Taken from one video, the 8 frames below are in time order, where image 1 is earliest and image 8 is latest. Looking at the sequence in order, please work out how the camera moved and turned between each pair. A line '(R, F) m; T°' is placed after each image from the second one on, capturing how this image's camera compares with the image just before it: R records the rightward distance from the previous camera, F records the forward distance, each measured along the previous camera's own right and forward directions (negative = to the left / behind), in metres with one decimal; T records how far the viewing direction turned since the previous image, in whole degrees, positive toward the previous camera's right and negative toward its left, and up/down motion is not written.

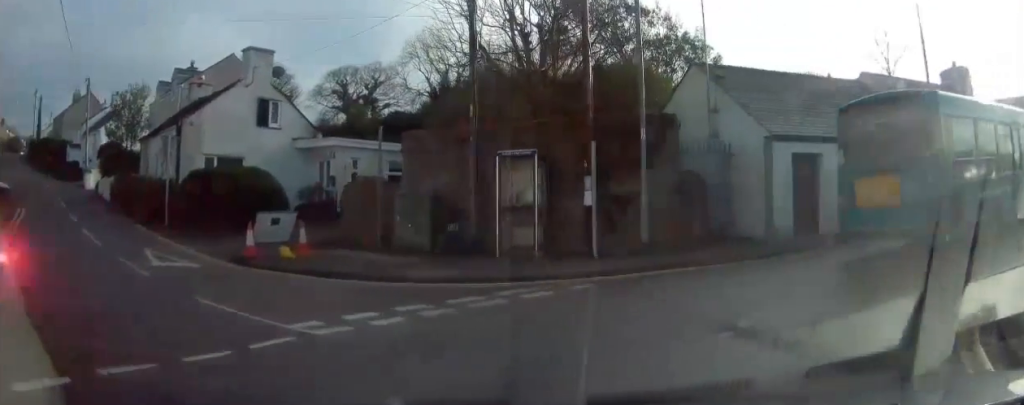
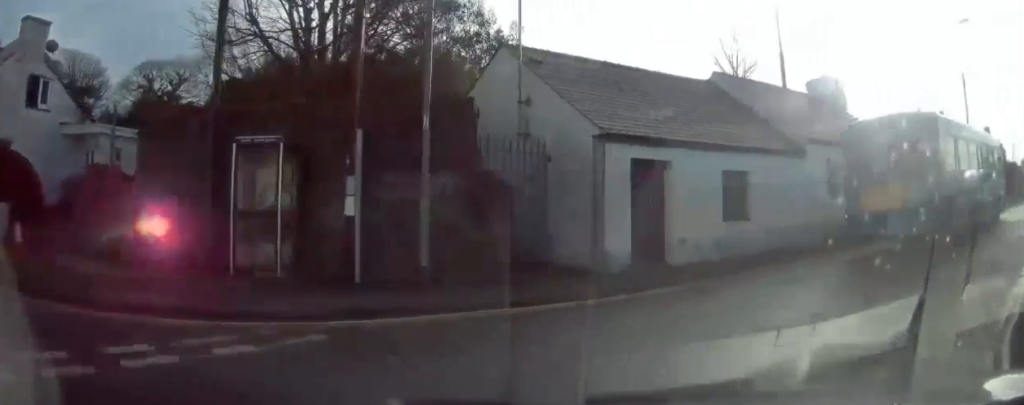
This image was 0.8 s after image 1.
(+0.6, +3.5) m; +19°
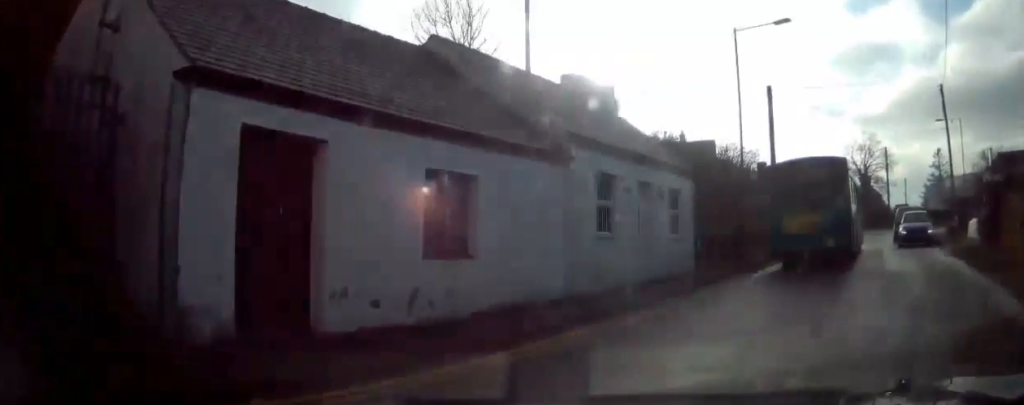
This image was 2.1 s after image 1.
(+1.4, +6.4) m; +23°
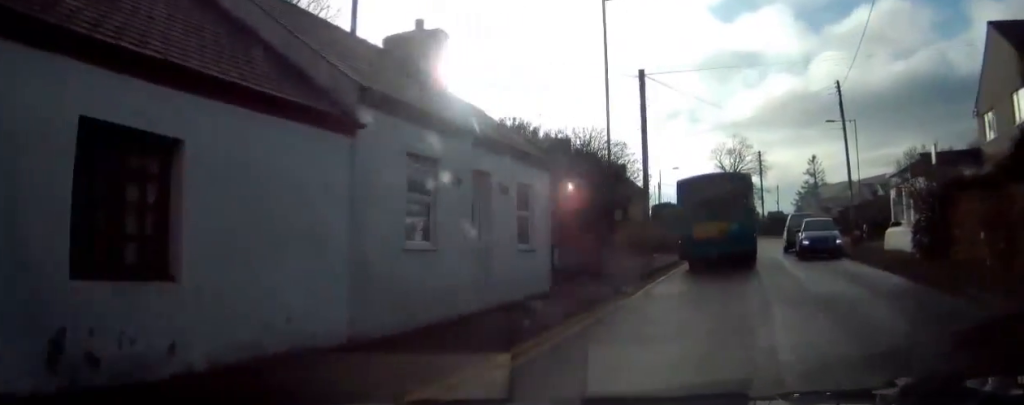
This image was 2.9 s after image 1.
(+0.5, +4.8) m; +13°
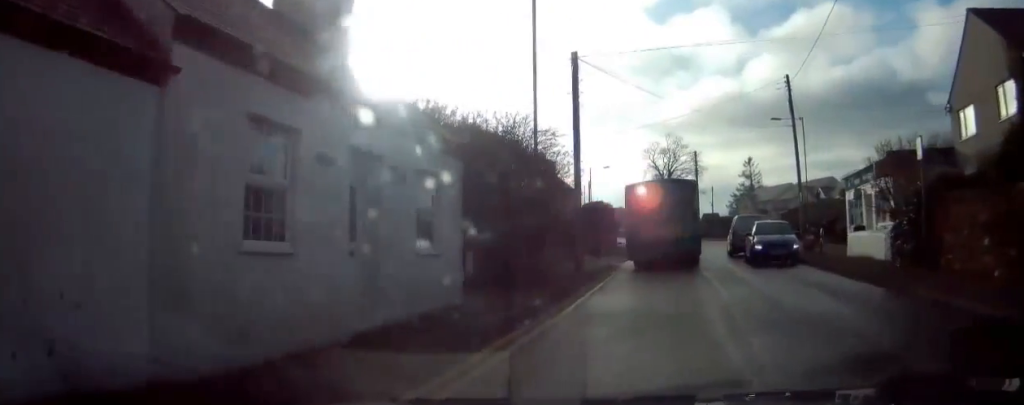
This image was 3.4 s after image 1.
(+0.4, +3.2) m; +4°
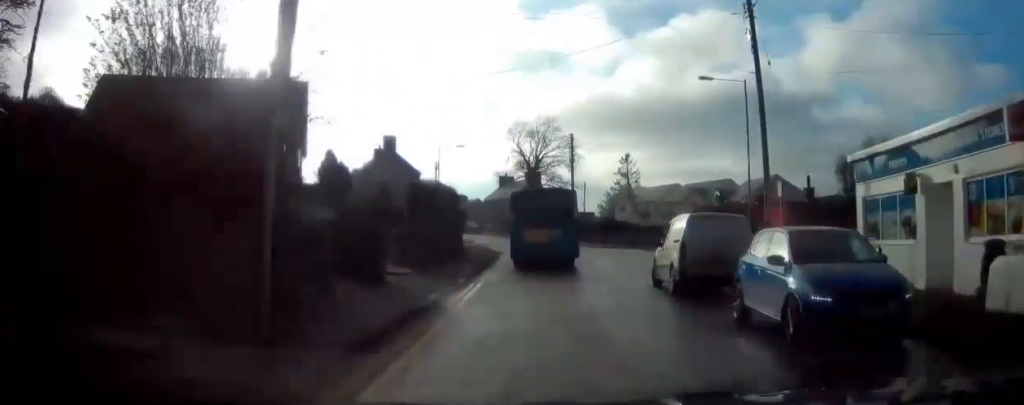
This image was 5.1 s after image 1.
(+0.9, +15.0) m; +3°
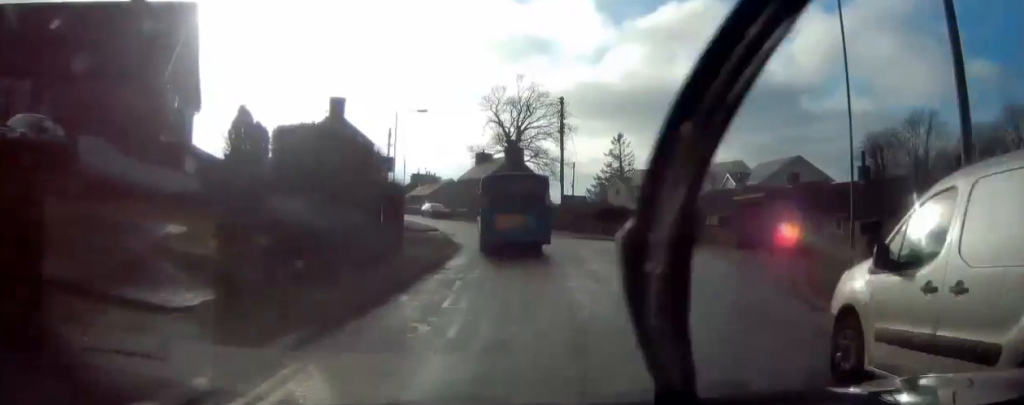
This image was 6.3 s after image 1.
(0.0, +11.6) m; 0°
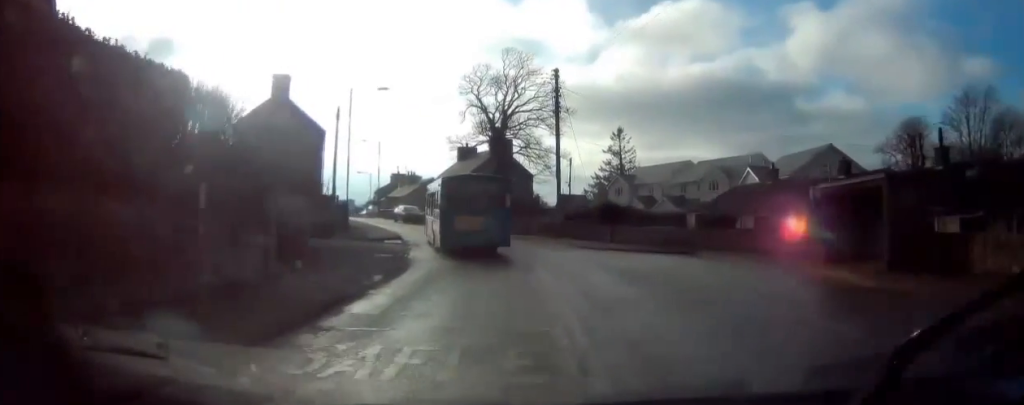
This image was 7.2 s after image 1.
(0.0, +9.8) m; 0°
